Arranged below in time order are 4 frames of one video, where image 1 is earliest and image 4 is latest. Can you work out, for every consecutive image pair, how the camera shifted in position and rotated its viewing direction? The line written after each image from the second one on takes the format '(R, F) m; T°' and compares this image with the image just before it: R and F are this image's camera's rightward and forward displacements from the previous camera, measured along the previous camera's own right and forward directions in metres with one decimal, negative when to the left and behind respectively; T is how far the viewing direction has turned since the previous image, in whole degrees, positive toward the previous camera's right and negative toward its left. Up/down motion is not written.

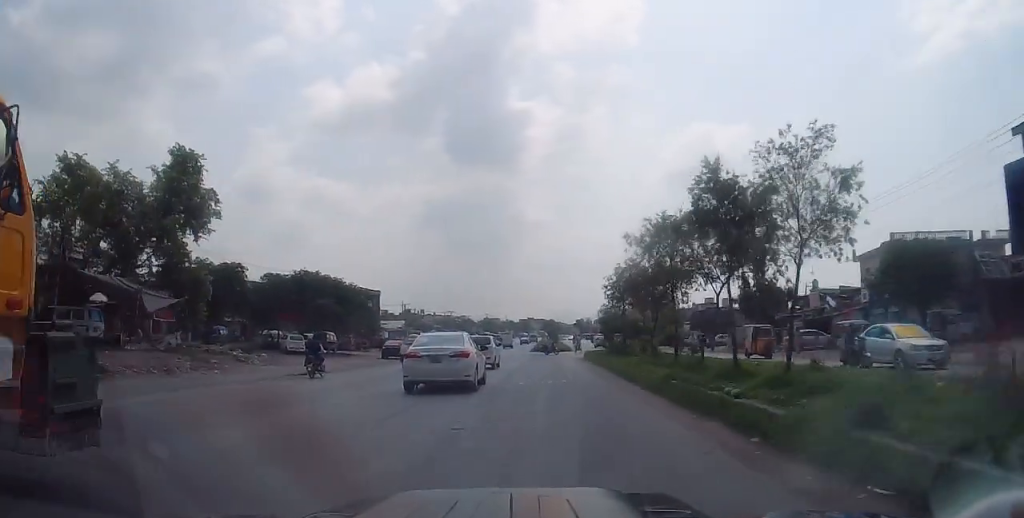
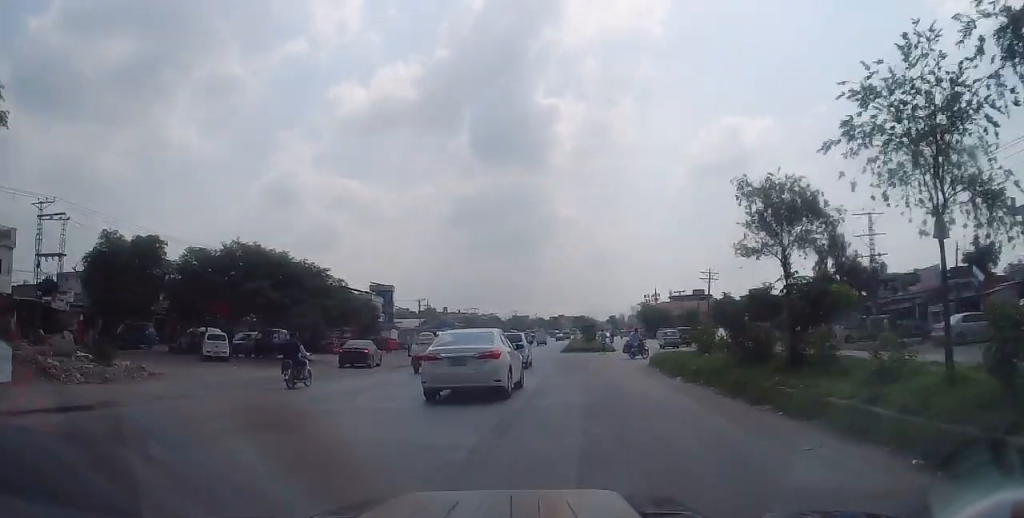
(-0.8, +16.6) m; -3°
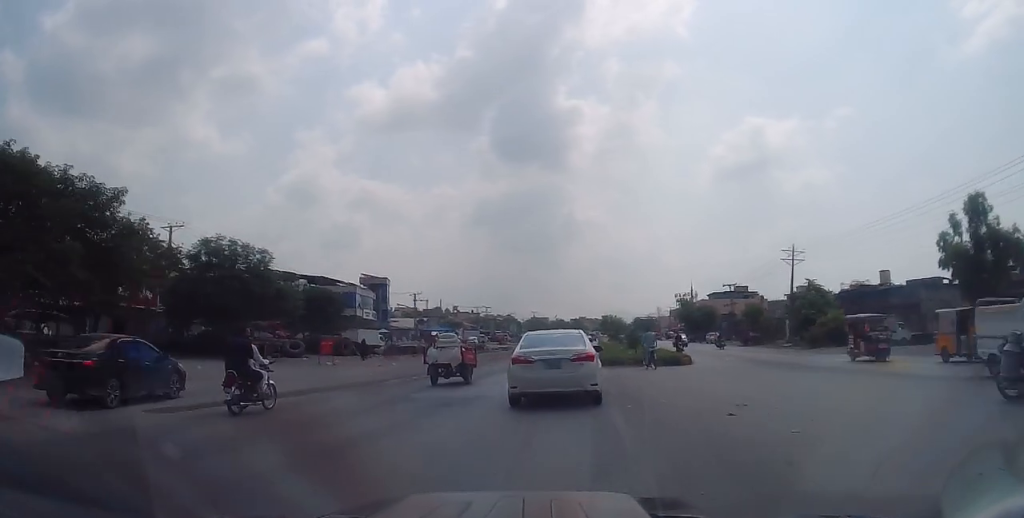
(+0.3, +22.4) m; 0°
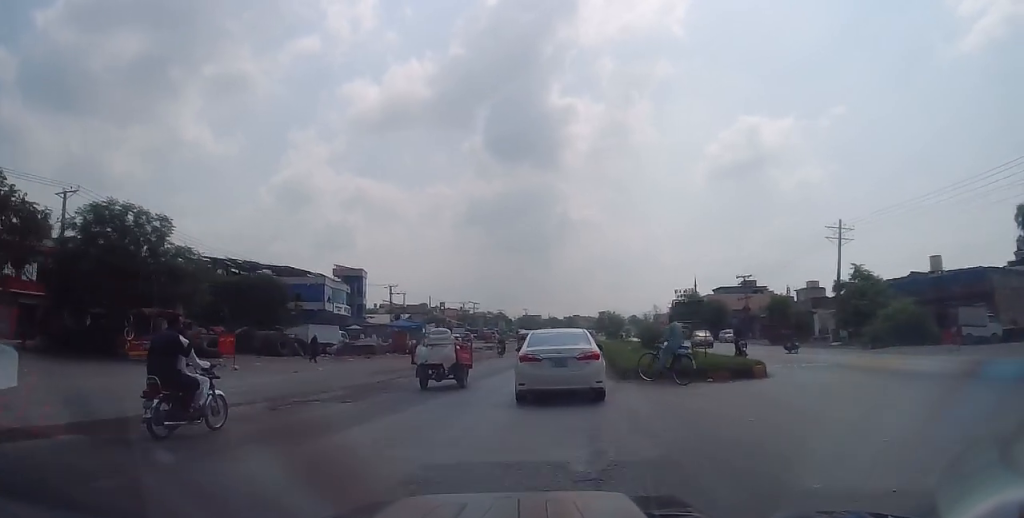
(-0.1, +11.6) m; -1°
